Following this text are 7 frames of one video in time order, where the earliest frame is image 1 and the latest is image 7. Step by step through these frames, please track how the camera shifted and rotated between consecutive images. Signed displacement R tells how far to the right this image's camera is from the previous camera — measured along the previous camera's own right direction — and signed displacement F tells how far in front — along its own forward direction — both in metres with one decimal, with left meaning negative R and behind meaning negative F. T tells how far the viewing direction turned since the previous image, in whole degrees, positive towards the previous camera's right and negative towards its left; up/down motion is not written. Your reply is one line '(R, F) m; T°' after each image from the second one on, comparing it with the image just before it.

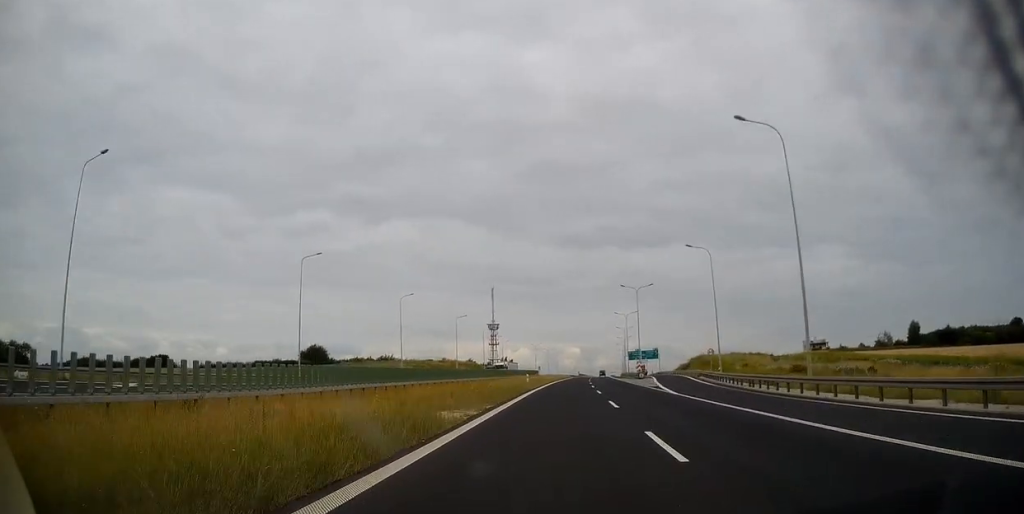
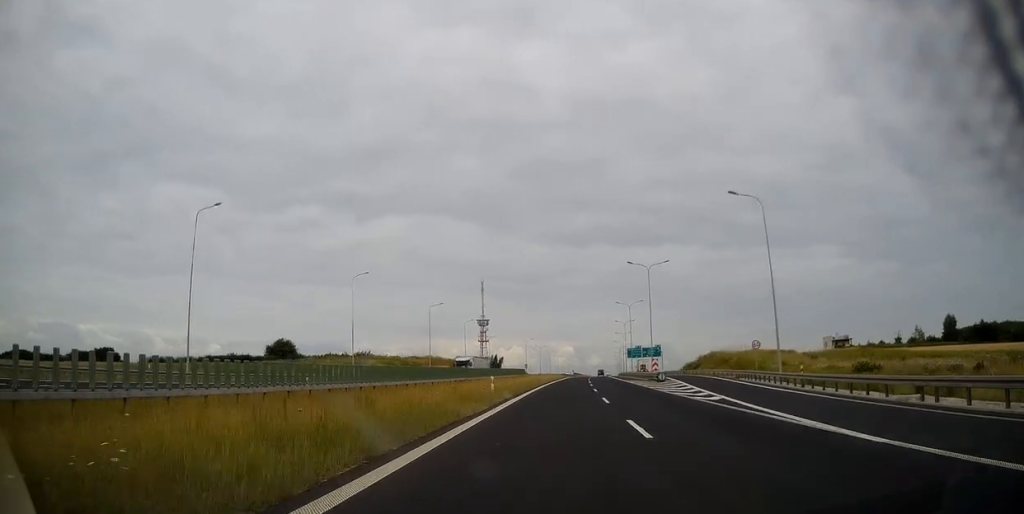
(+0.1, +20.8) m; +1°
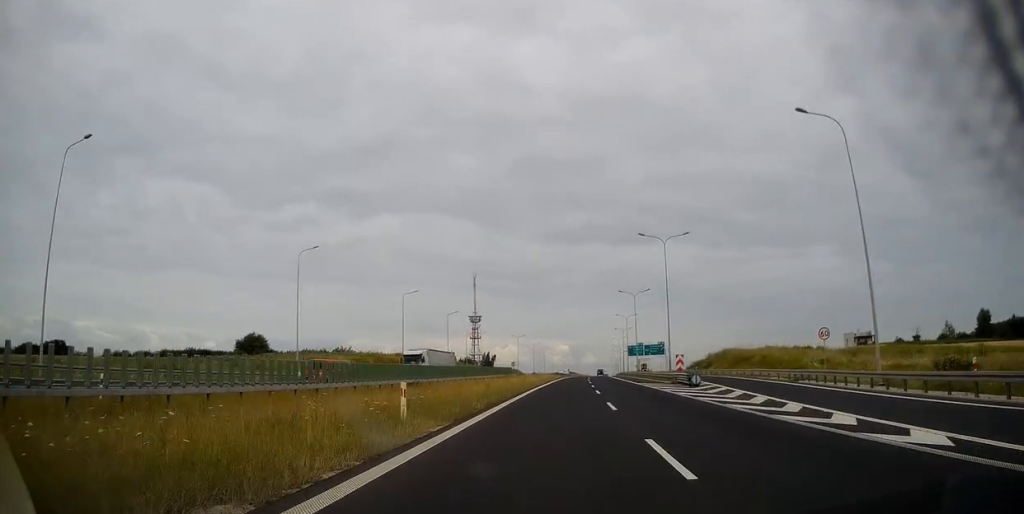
(+0.1, +16.2) m; +1°
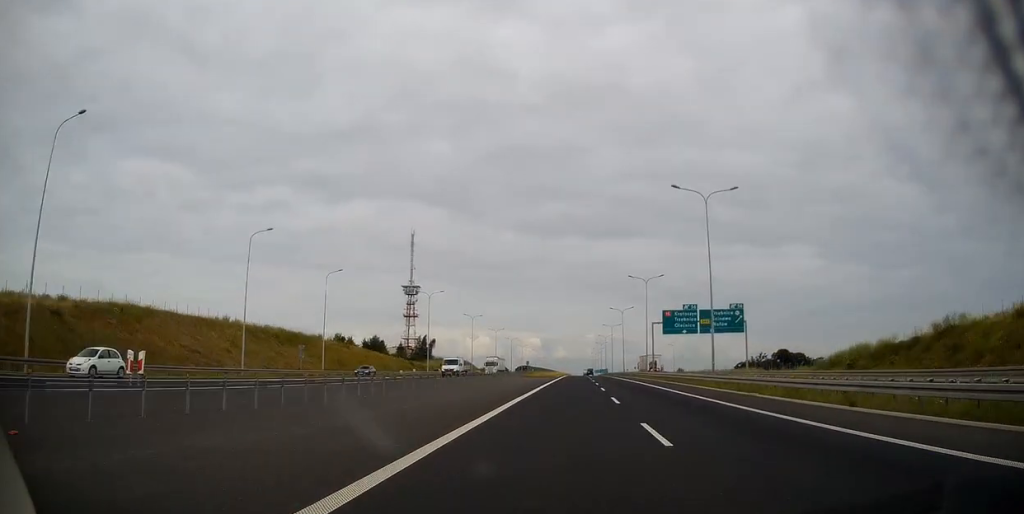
(+2.2, +104.6) m; +2°
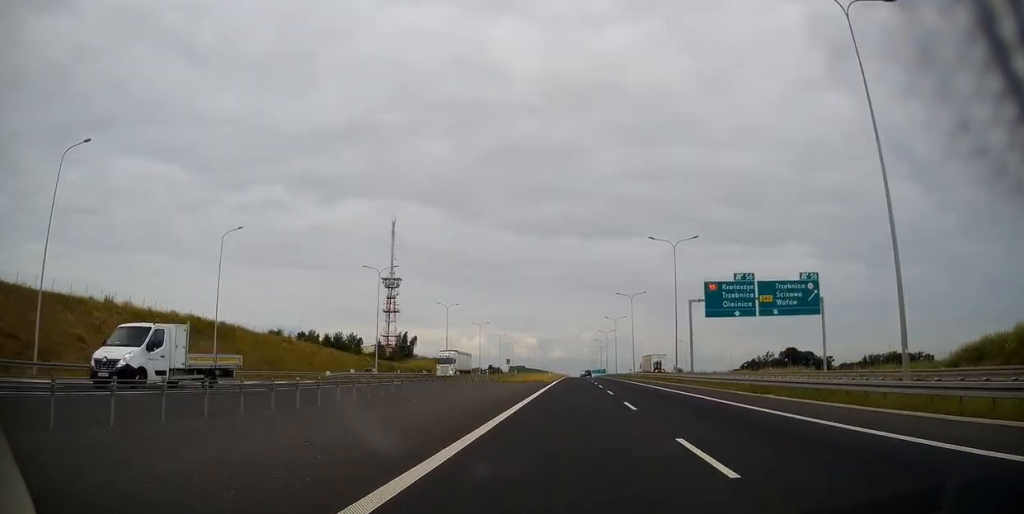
(+0.2, +26.8) m; +1°
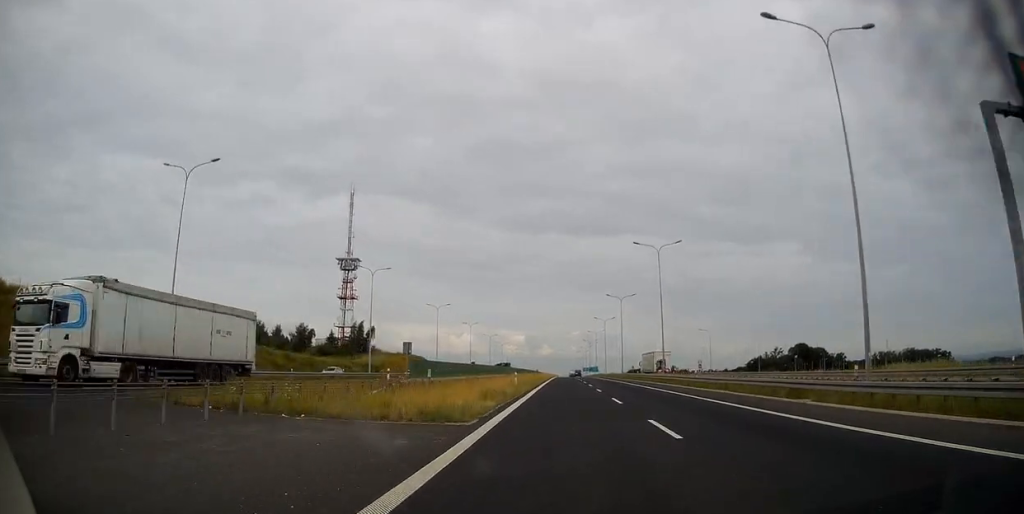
(+0.3, +40.9) m; +1°
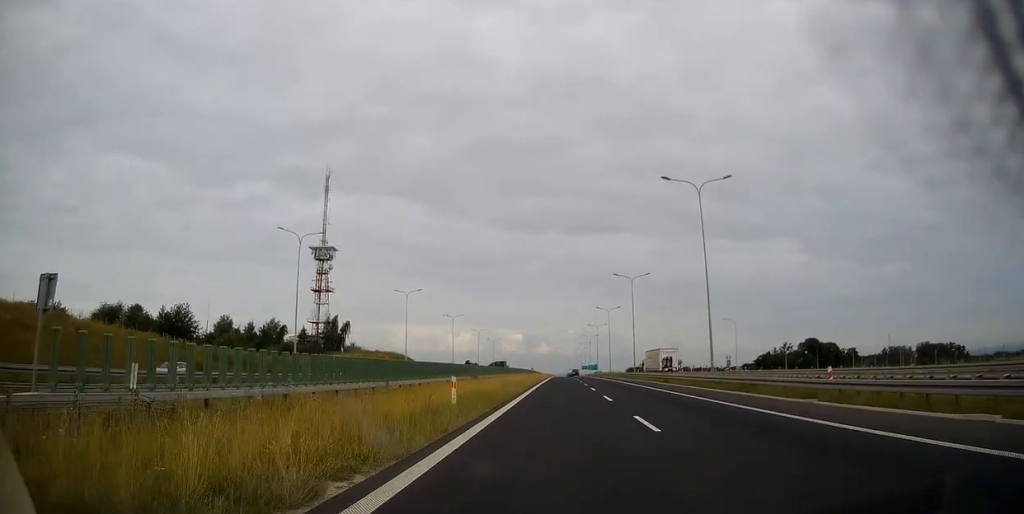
(0.0, +22.3) m; 0°
